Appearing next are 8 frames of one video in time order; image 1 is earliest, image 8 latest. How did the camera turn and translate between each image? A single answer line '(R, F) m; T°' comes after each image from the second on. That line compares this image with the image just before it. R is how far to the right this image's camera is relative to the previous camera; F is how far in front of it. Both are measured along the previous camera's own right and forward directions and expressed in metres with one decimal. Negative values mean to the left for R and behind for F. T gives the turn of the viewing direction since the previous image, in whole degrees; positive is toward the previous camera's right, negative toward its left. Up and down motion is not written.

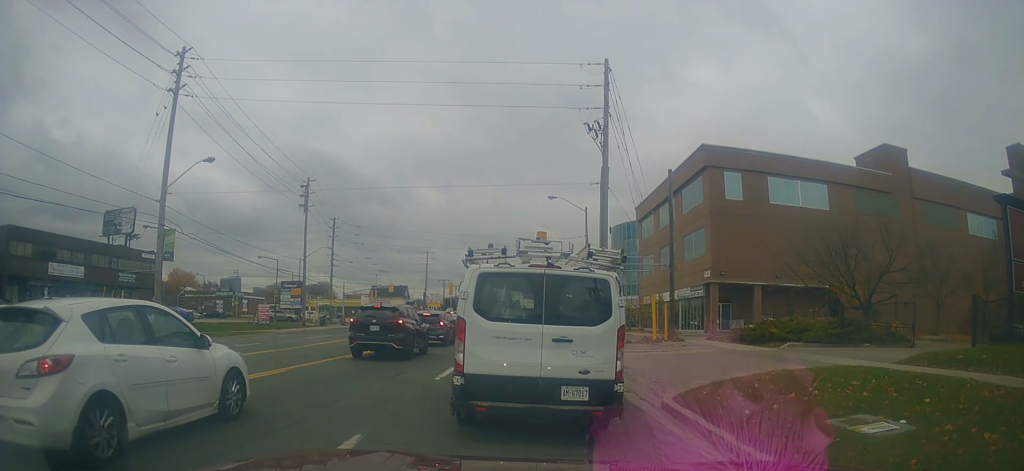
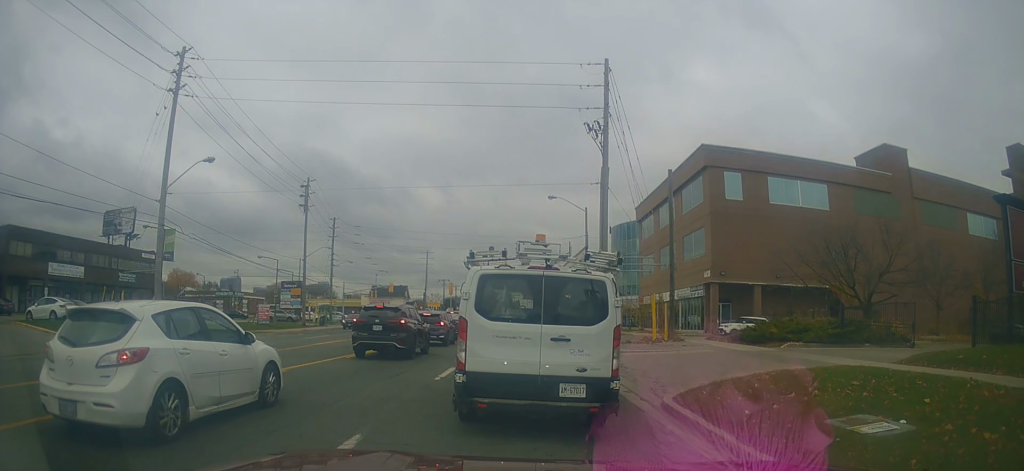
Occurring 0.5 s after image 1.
(0.0, 0.0) m; 0°
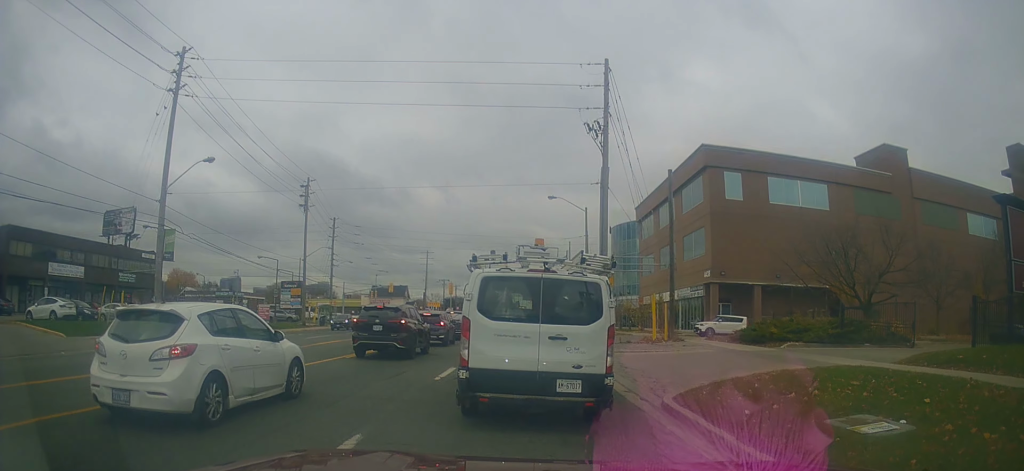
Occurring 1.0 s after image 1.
(0.0, 0.0) m; 0°
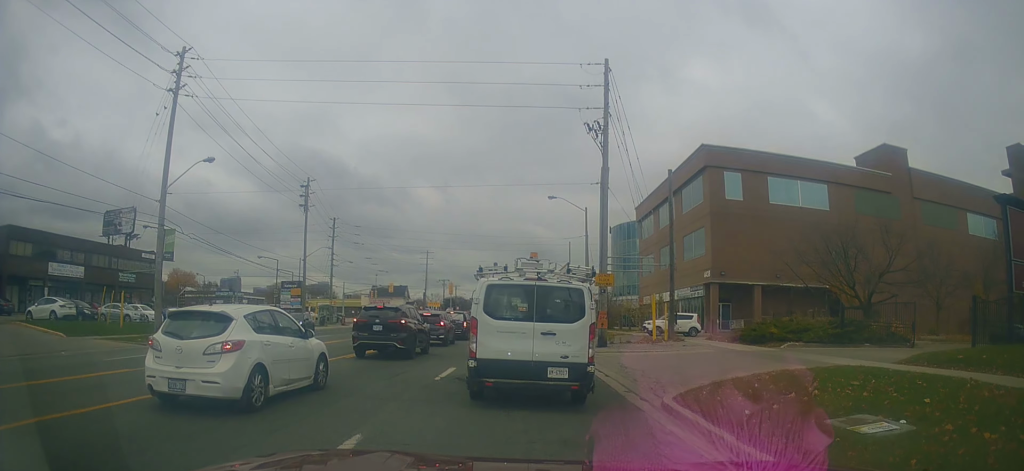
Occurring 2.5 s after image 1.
(-0.2, +0.2) m; 0°
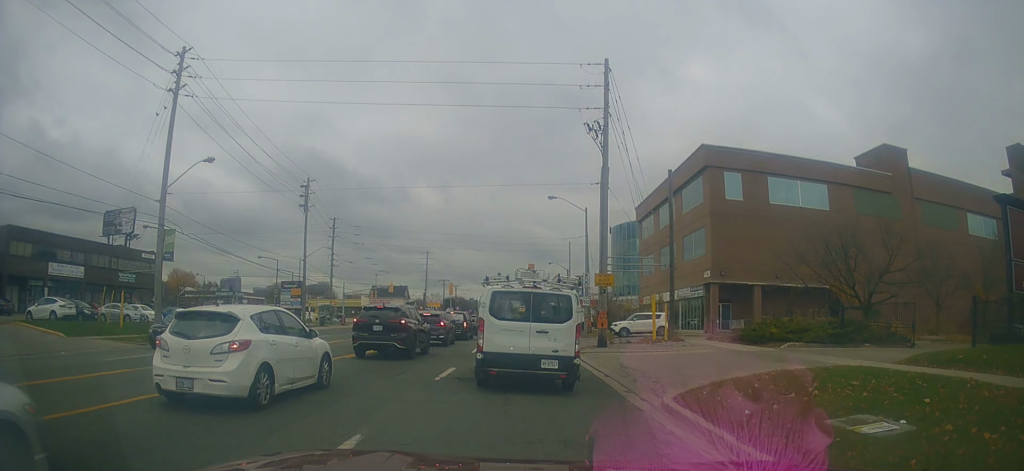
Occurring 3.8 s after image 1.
(+0.1, +0.3) m; 0°
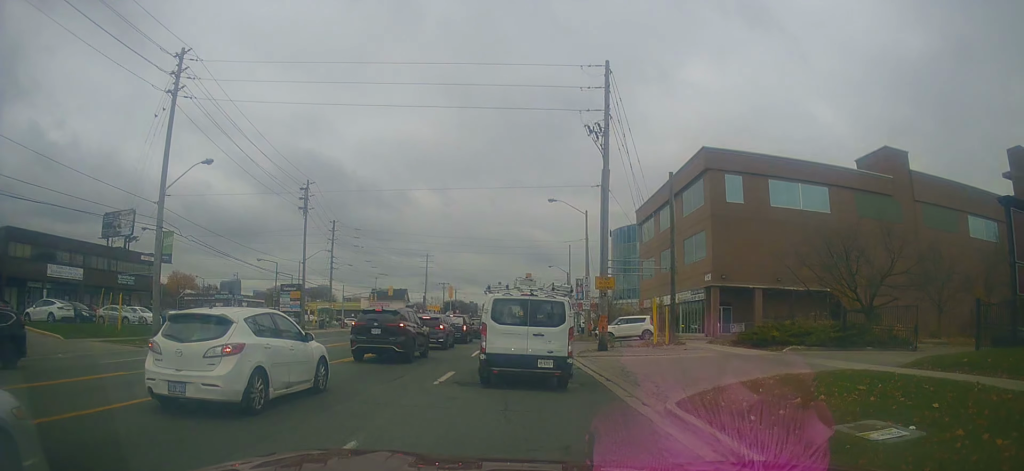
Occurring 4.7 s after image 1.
(+0.1, +0.3) m; 0°
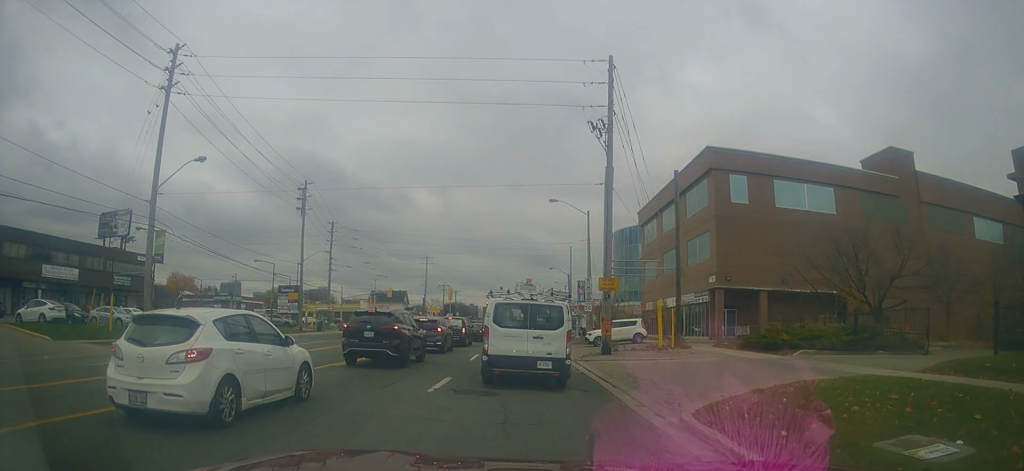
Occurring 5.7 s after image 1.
(+0.1, +0.3) m; 0°
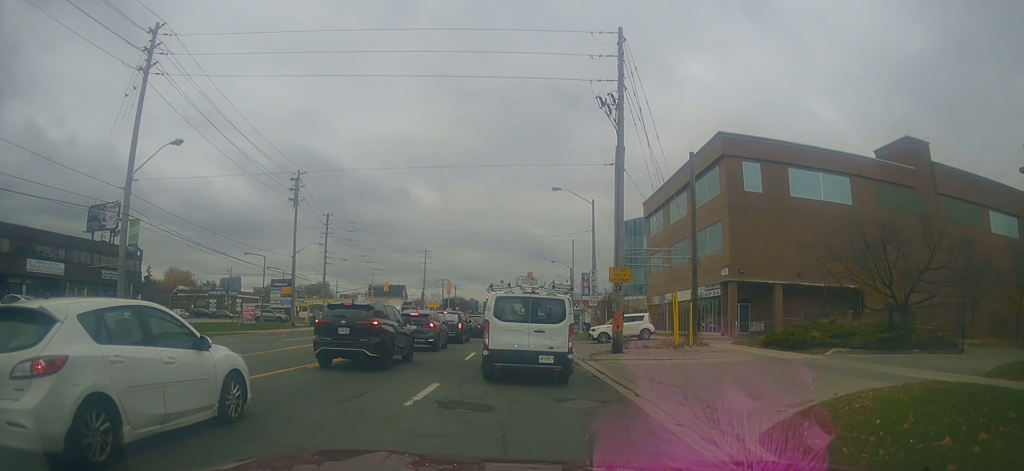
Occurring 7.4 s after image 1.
(+0.2, +0.9) m; 0°
